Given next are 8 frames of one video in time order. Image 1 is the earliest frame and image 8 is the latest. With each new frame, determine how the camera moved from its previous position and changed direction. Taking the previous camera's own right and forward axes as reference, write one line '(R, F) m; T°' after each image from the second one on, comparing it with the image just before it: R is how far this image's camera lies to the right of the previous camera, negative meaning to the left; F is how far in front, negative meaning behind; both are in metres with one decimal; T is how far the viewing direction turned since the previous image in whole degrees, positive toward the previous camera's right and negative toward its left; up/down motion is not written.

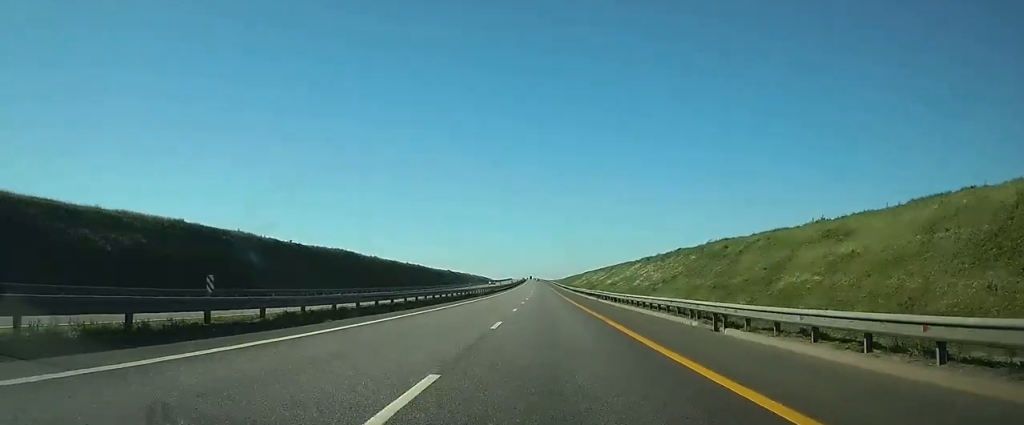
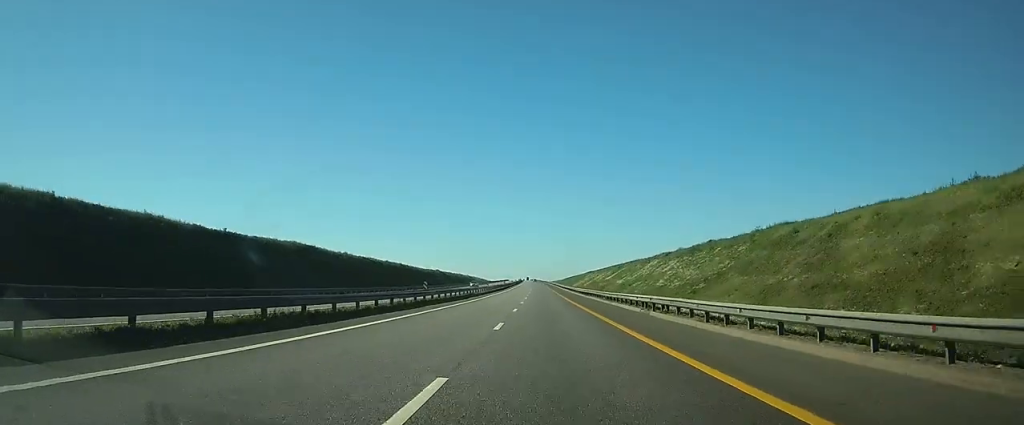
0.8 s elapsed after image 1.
(0.0, +24.1) m; 0°
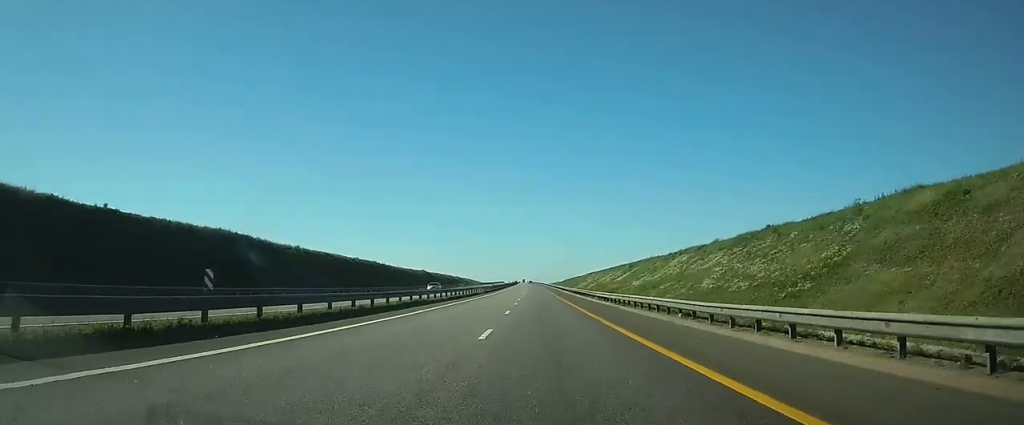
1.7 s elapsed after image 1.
(-0.1, +27.0) m; 0°
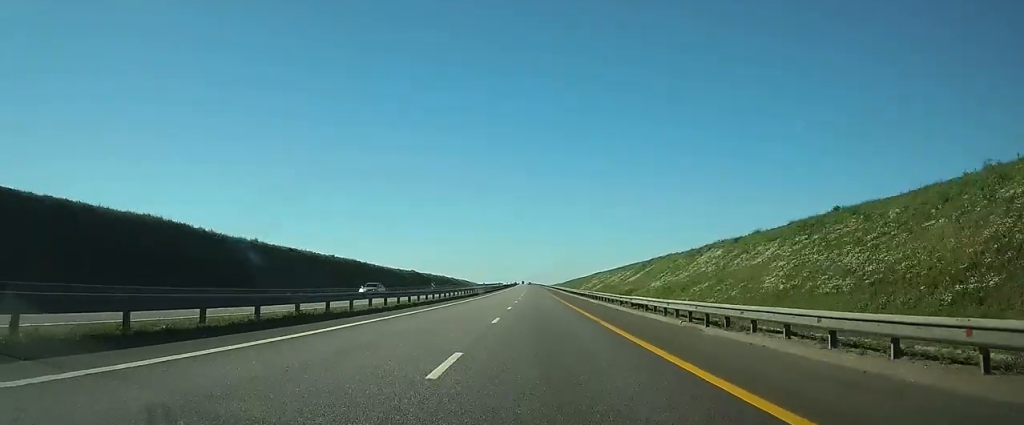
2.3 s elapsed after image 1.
(+0.1, +17.9) m; 0°
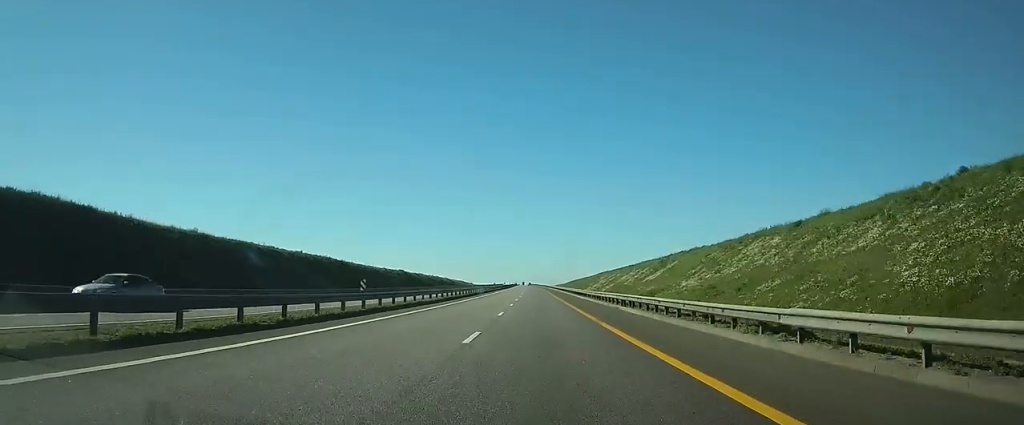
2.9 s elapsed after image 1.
(0.0, +18.8) m; 0°
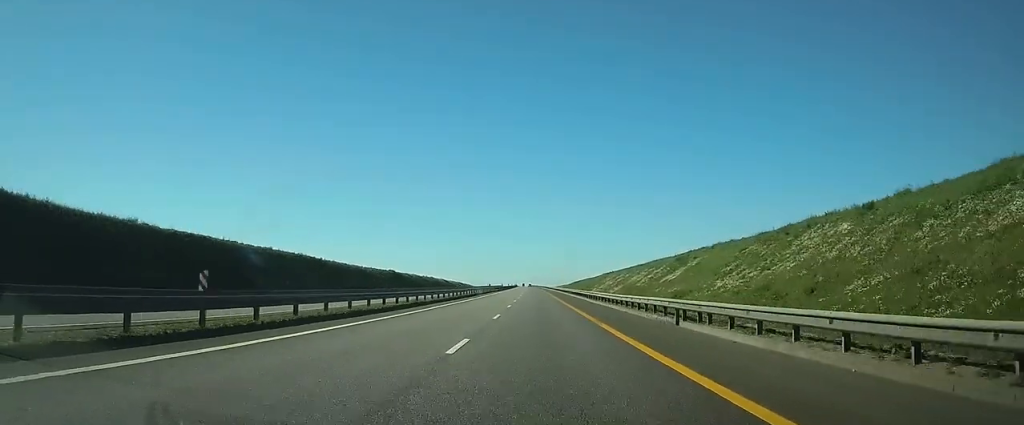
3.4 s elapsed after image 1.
(0.0, +13.8) m; 0°
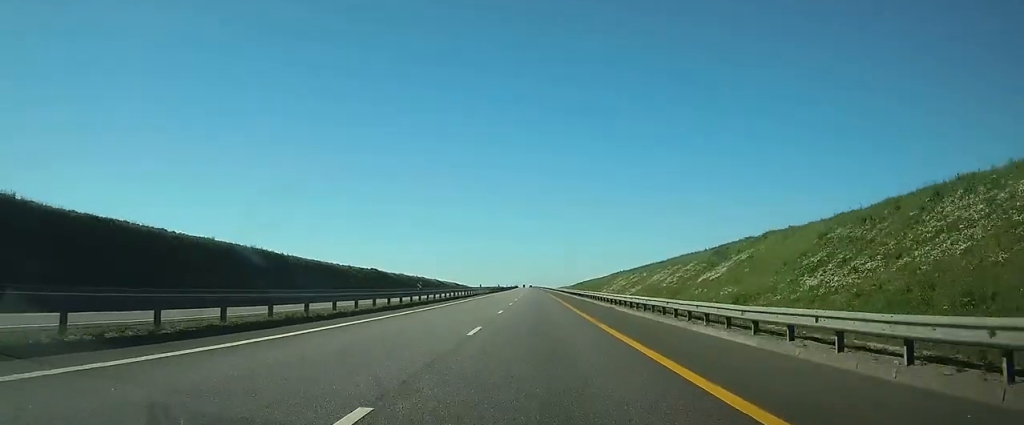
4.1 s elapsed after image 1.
(0.0, +19.7) m; 0°
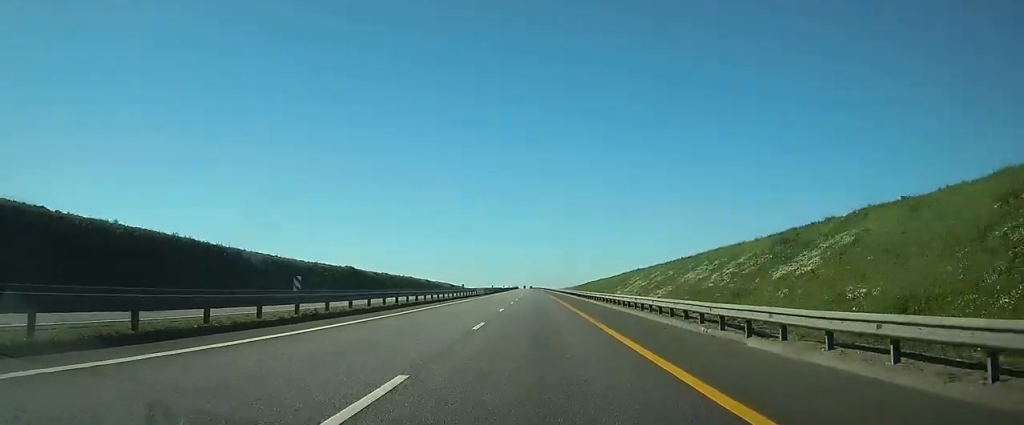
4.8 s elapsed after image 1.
(0.0, +21.7) m; 0°
